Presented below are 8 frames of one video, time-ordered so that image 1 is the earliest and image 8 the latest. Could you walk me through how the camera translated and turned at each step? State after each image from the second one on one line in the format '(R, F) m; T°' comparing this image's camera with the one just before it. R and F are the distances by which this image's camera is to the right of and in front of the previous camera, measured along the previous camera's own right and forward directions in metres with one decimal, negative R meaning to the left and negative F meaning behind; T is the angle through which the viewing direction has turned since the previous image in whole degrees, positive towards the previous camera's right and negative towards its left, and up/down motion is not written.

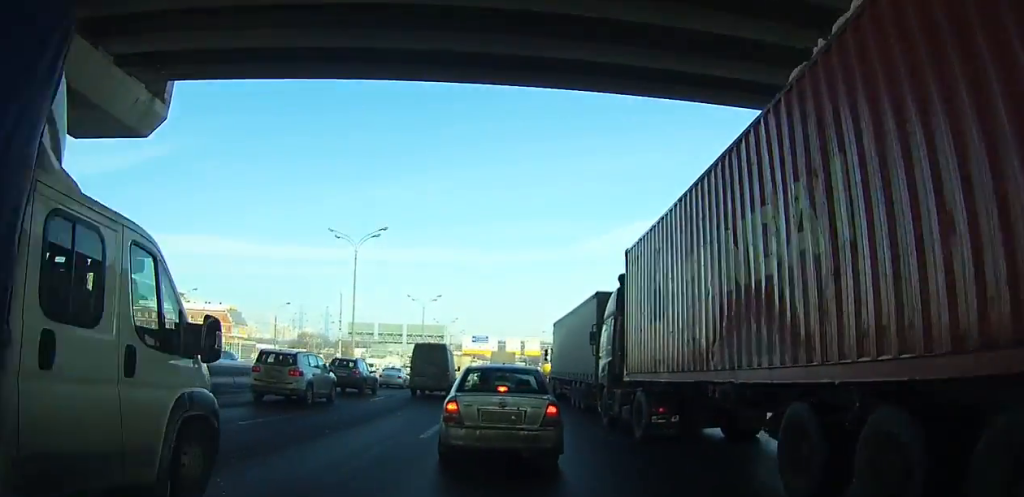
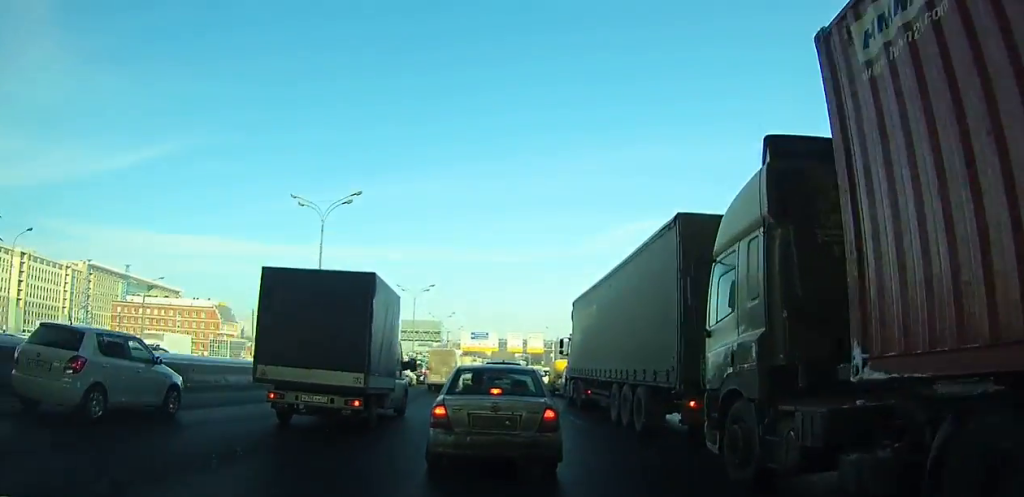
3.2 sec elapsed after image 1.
(0.0, +11.5) m; 0°
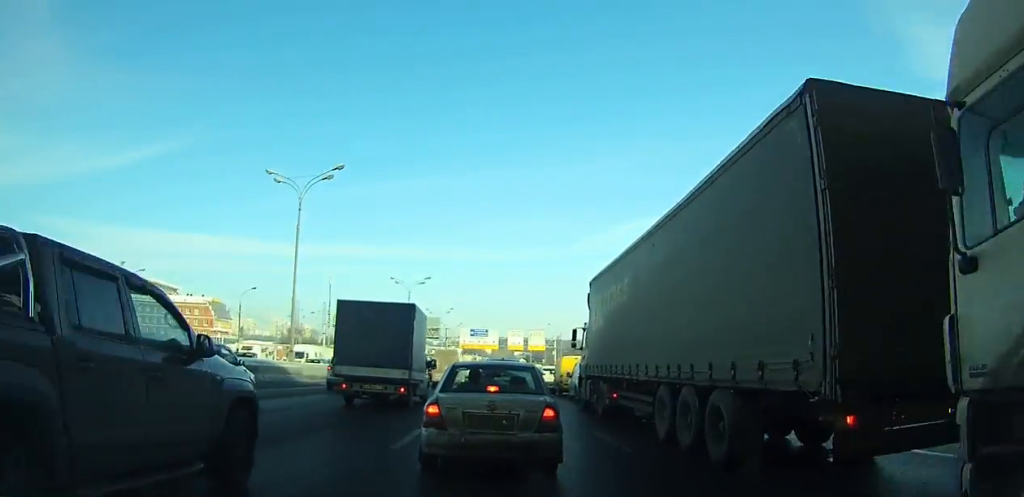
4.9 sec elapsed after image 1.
(0.0, +5.5) m; 0°
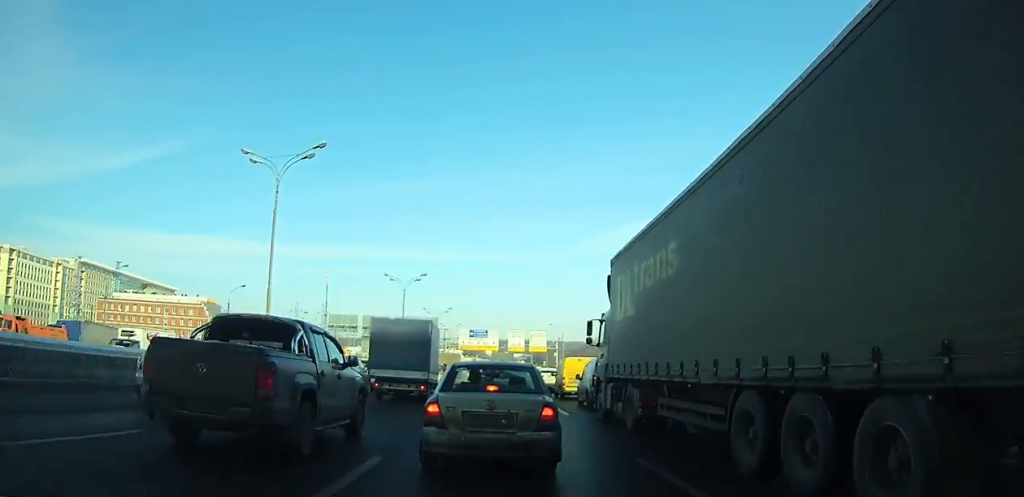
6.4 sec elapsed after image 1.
(0.0, +4.8) m; 0°
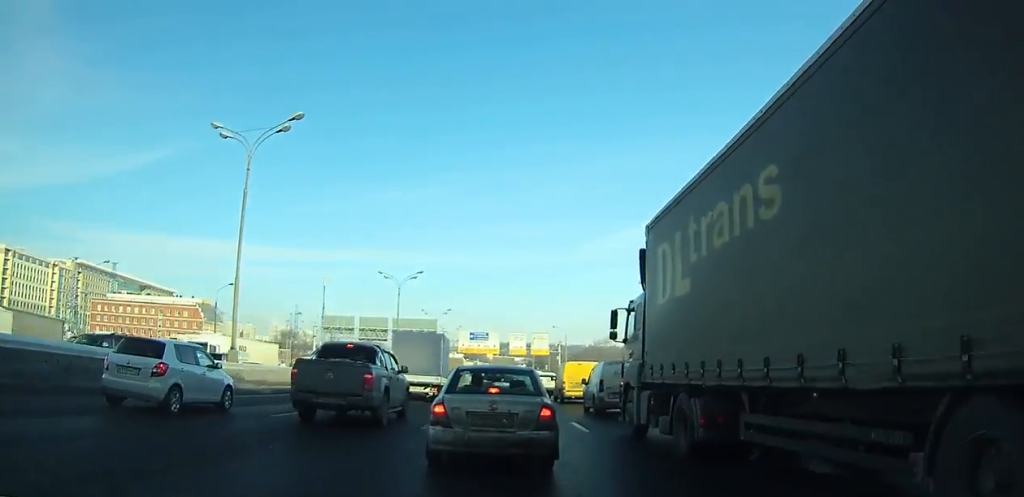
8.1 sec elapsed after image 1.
(0.0, +5.0) m; 0°
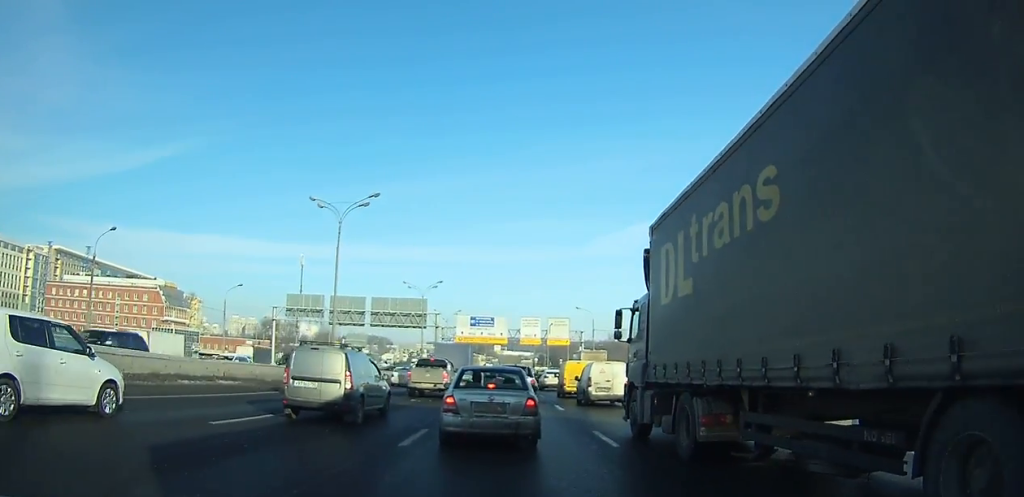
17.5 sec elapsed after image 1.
(0.0, +24.4) m; 0°
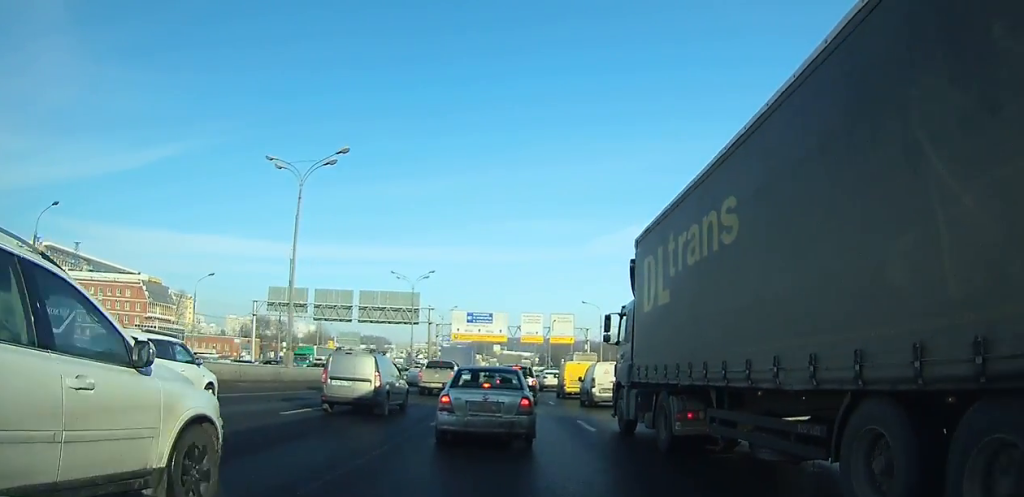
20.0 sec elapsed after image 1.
(0.0, +5.9) m; 0°
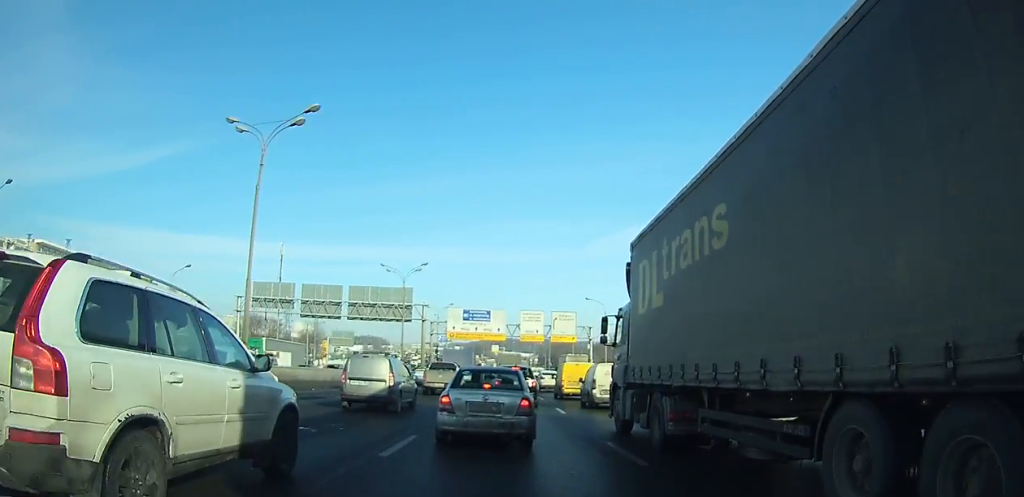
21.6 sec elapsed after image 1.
(0.0, +3.8) m; 0°
